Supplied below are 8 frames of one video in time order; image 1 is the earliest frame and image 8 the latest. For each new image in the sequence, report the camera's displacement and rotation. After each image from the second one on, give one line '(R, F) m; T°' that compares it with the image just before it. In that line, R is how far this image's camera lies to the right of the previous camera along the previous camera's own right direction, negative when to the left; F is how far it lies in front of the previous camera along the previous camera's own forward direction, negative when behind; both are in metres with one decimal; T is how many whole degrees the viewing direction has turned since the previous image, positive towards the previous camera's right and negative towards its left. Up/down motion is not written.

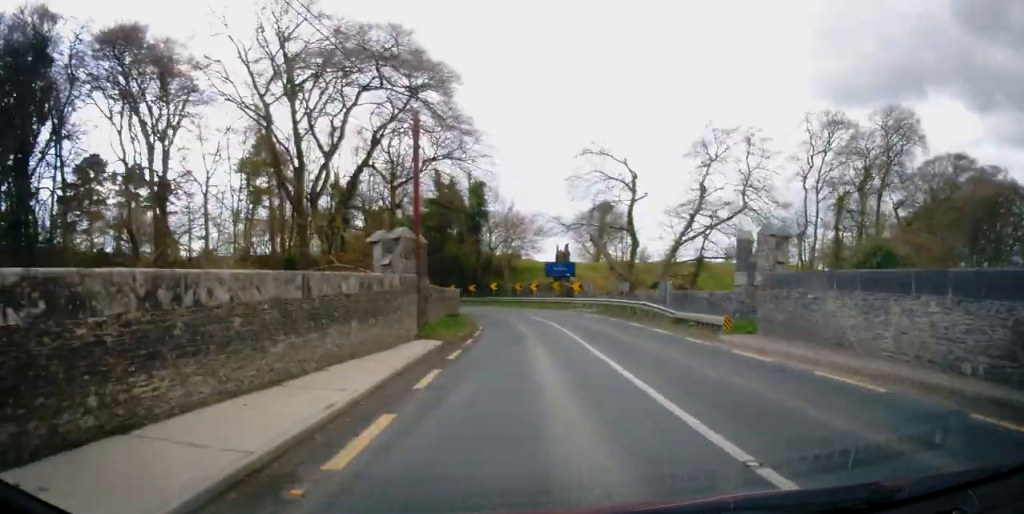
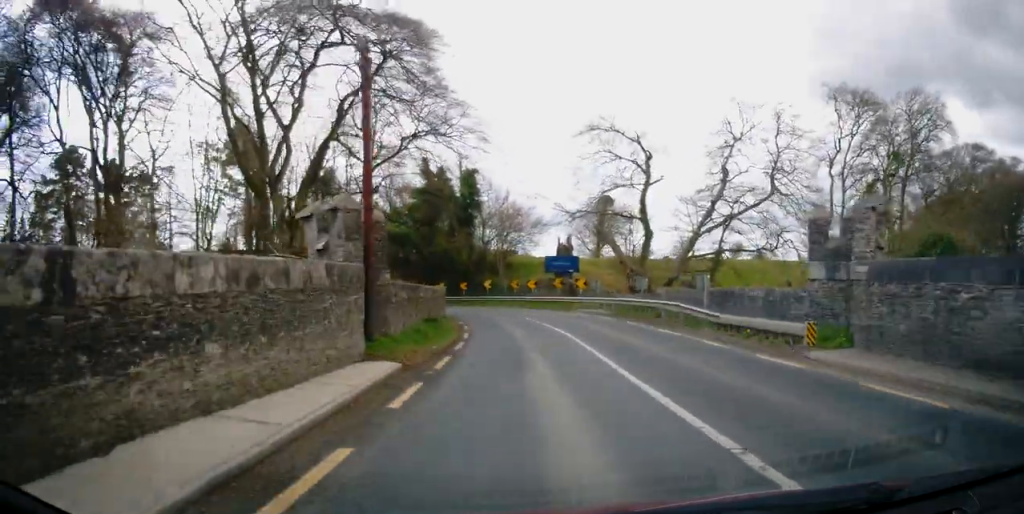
(+0.1, +5.6) m; 0°
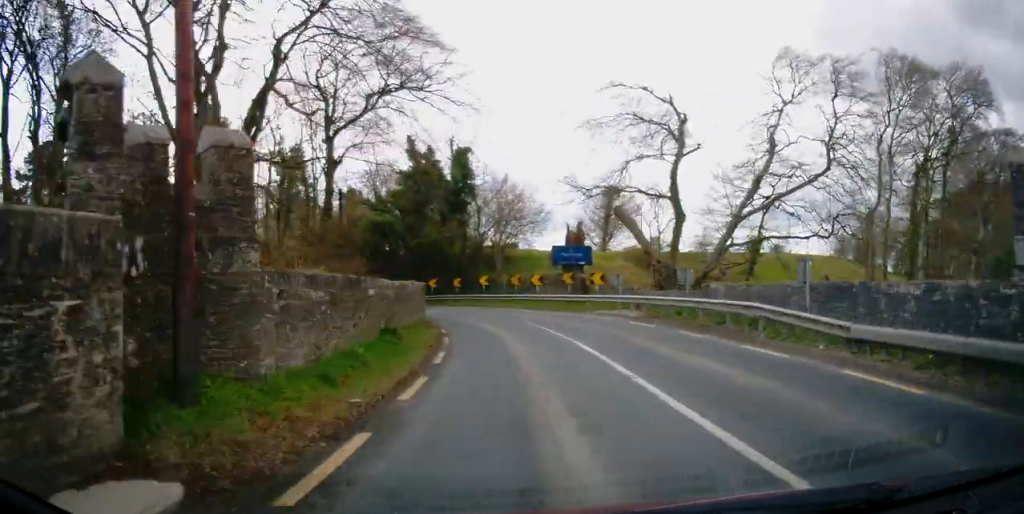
(-0.1, +7.5) m; 0°
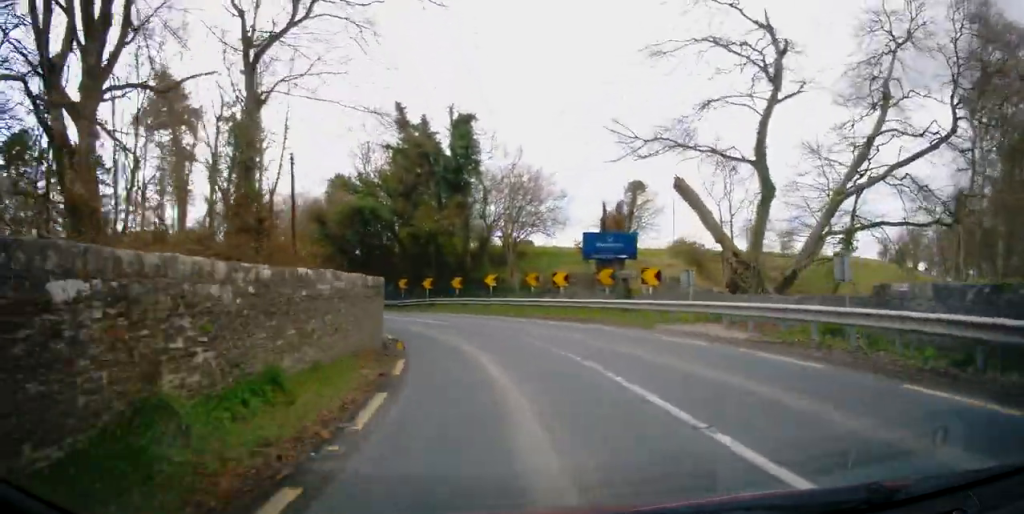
(-0.1, +10.0) m; -1°
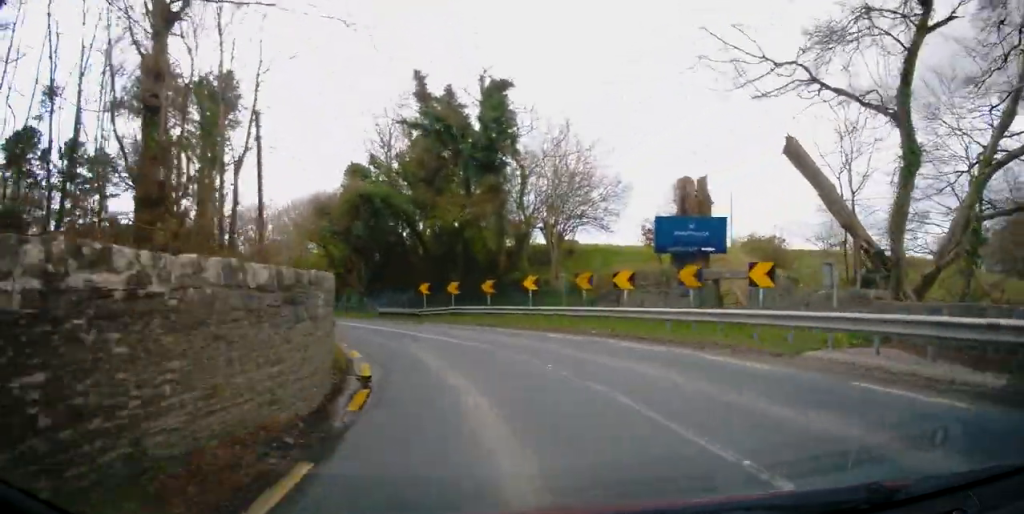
(+0.3, +7.3) m; -3°
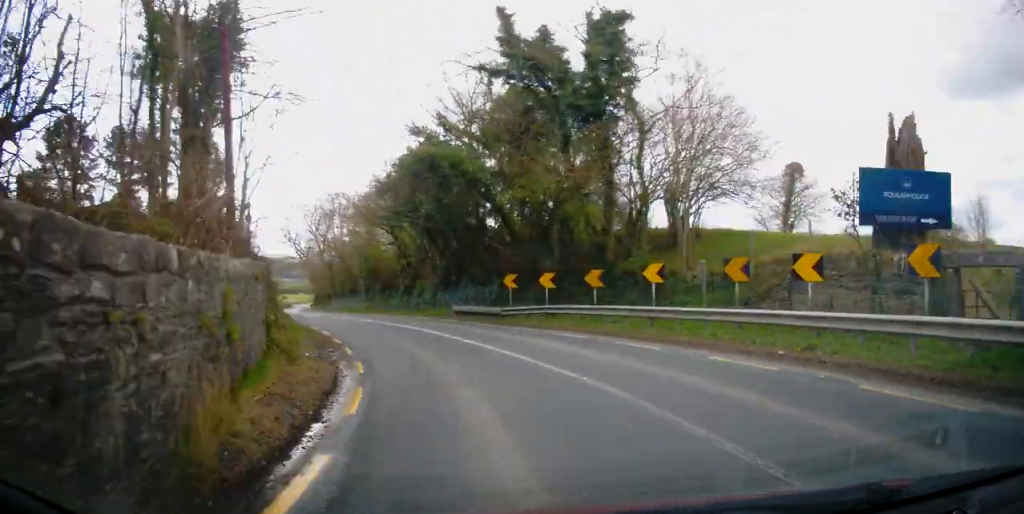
(-0.6, +7.8) m; -7°
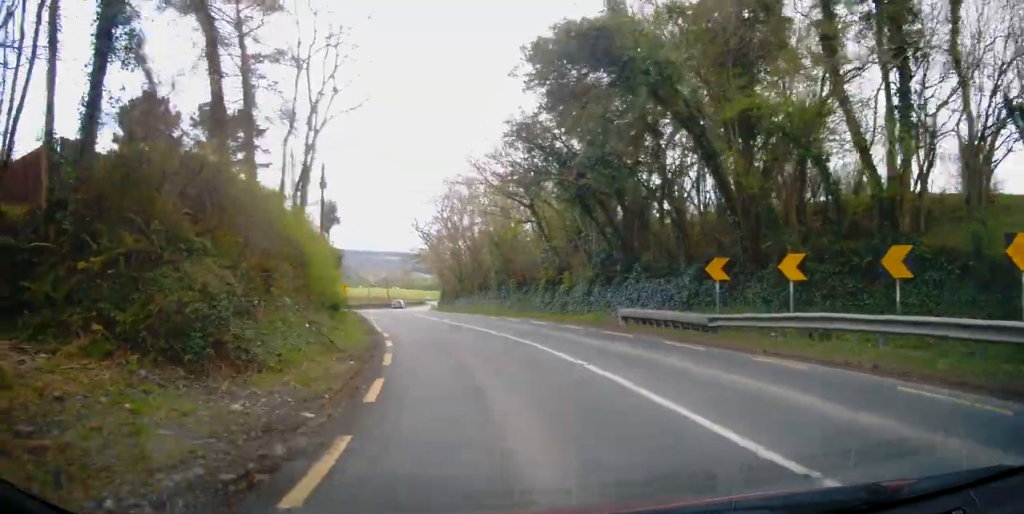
(-1.1, +11.2) m; -12°
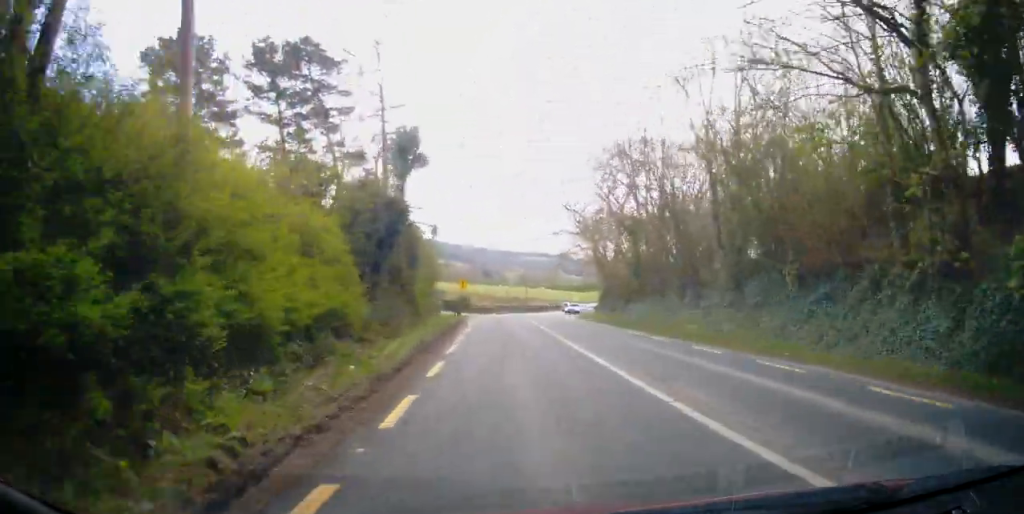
(-3.8, +21.1) m; -16°
